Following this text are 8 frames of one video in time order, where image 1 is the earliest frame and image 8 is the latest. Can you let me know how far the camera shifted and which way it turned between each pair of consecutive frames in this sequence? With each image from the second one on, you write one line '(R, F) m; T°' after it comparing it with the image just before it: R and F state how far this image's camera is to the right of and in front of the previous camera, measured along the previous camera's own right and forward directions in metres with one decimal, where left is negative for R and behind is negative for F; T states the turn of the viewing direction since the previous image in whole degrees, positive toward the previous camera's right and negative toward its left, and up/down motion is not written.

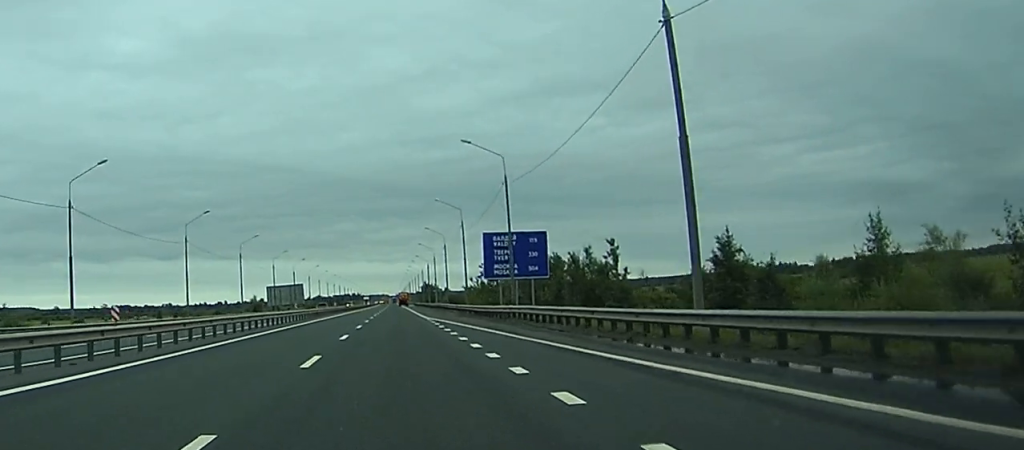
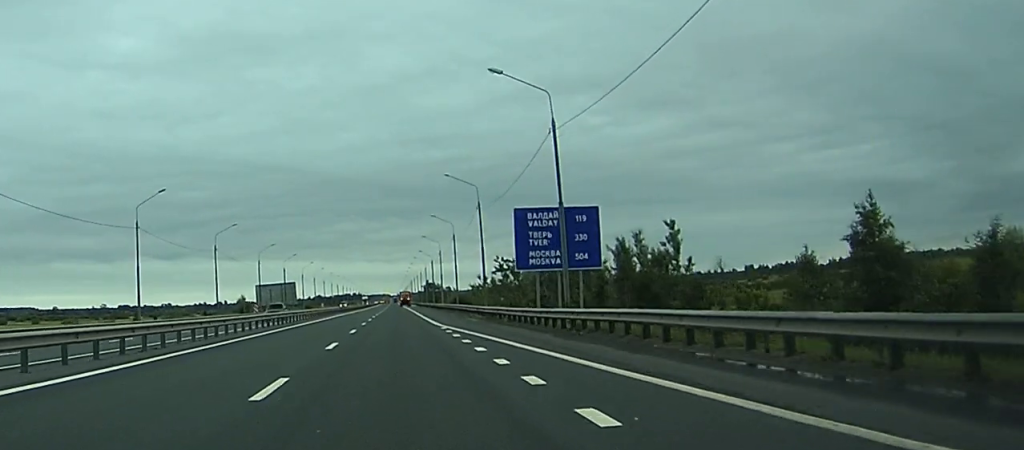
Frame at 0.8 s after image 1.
(0.0, +17.2) m; 0°
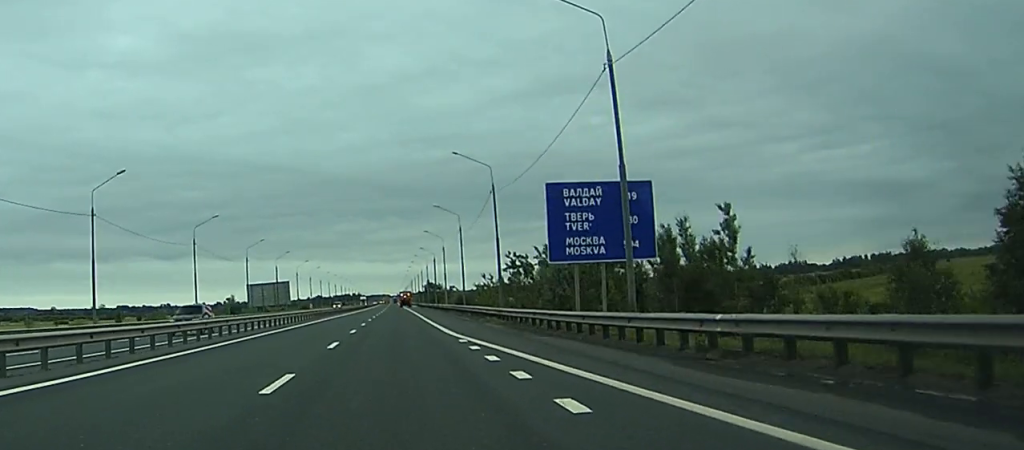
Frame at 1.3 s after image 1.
(0.0, +10.8) m; 0°
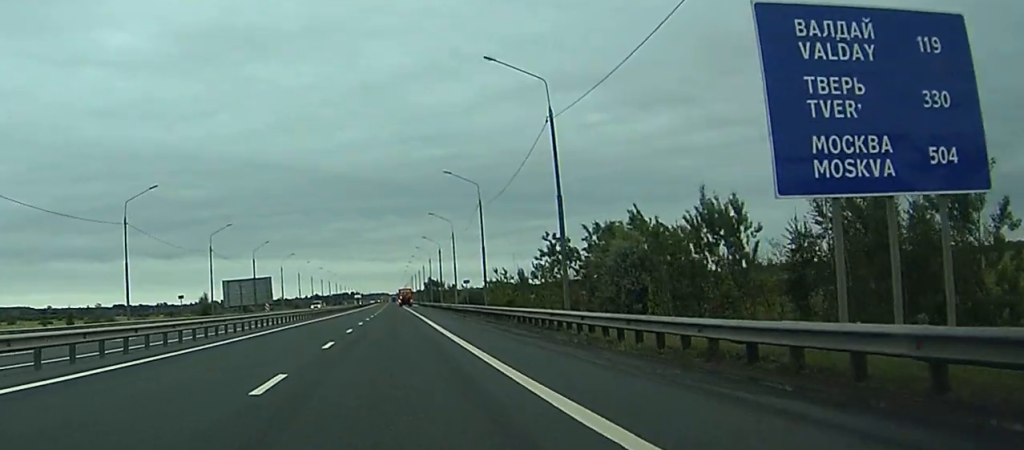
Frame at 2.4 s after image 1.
(+0.1, +23.8) m; 0°
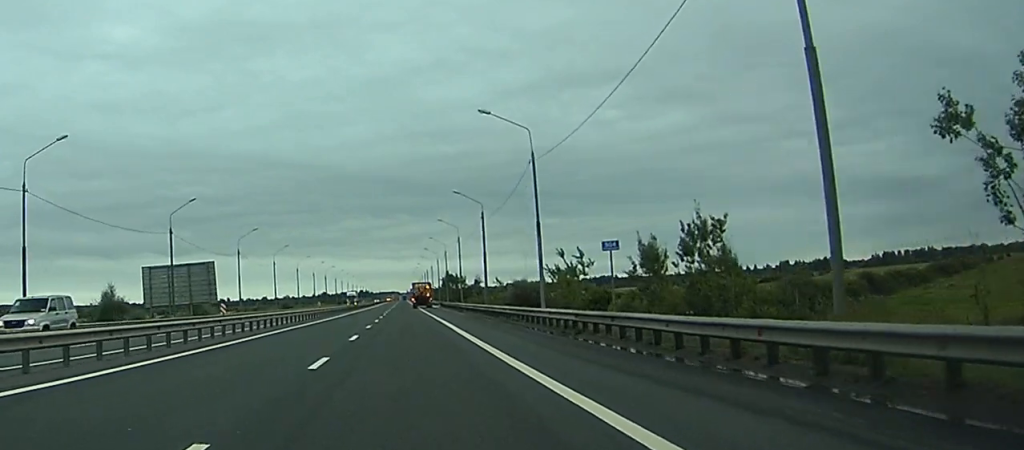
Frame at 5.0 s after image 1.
(-0.3, +54.7) m; -1°
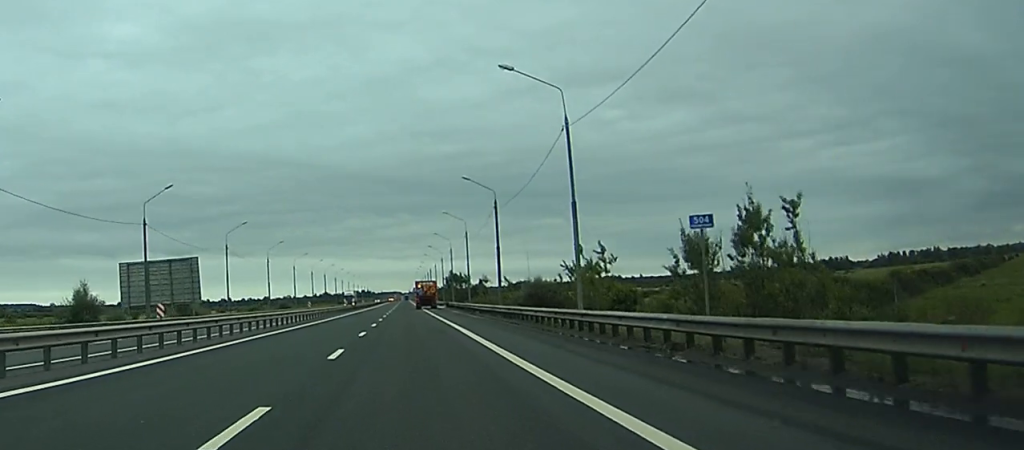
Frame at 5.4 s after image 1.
(0.0, +9.1) m; 0°
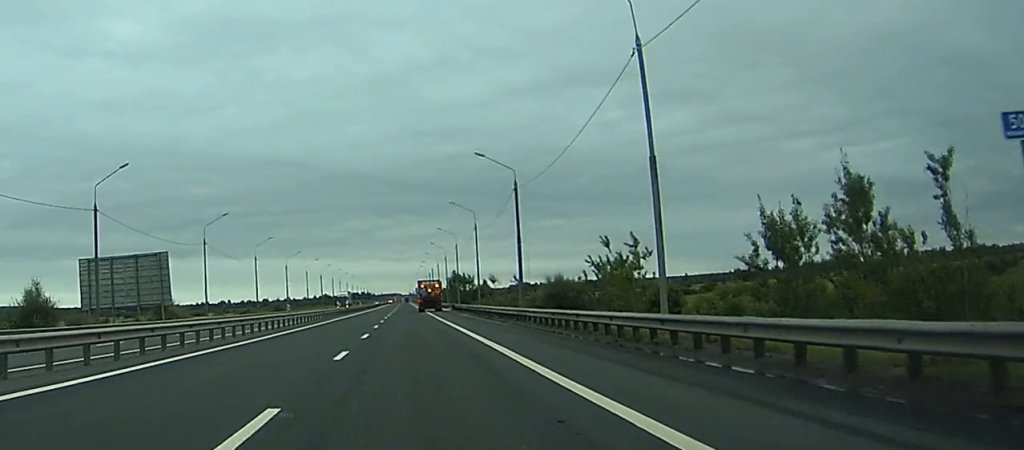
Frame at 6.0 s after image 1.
(0.0, +11.8) m; 0°
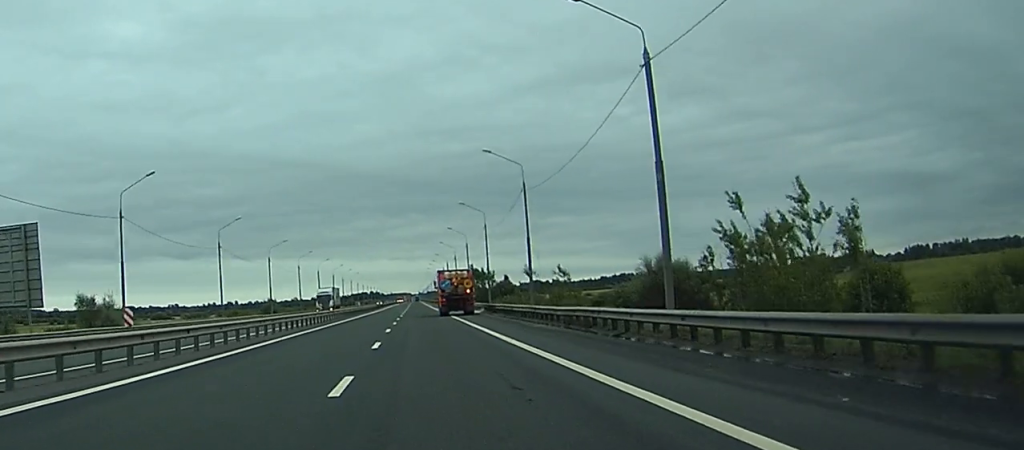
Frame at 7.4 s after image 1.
(0.0, +29.7) m; 0°
